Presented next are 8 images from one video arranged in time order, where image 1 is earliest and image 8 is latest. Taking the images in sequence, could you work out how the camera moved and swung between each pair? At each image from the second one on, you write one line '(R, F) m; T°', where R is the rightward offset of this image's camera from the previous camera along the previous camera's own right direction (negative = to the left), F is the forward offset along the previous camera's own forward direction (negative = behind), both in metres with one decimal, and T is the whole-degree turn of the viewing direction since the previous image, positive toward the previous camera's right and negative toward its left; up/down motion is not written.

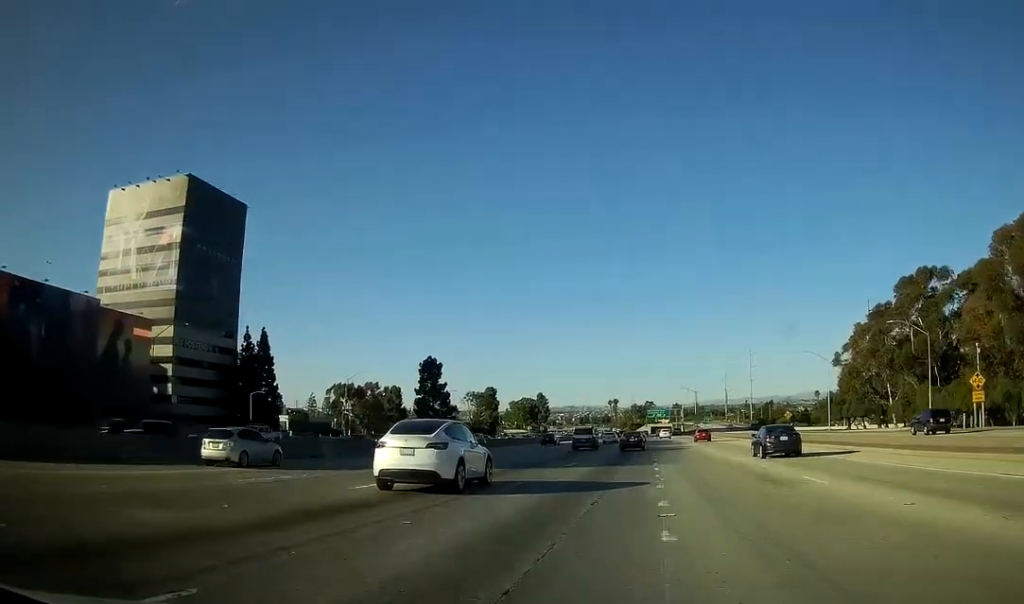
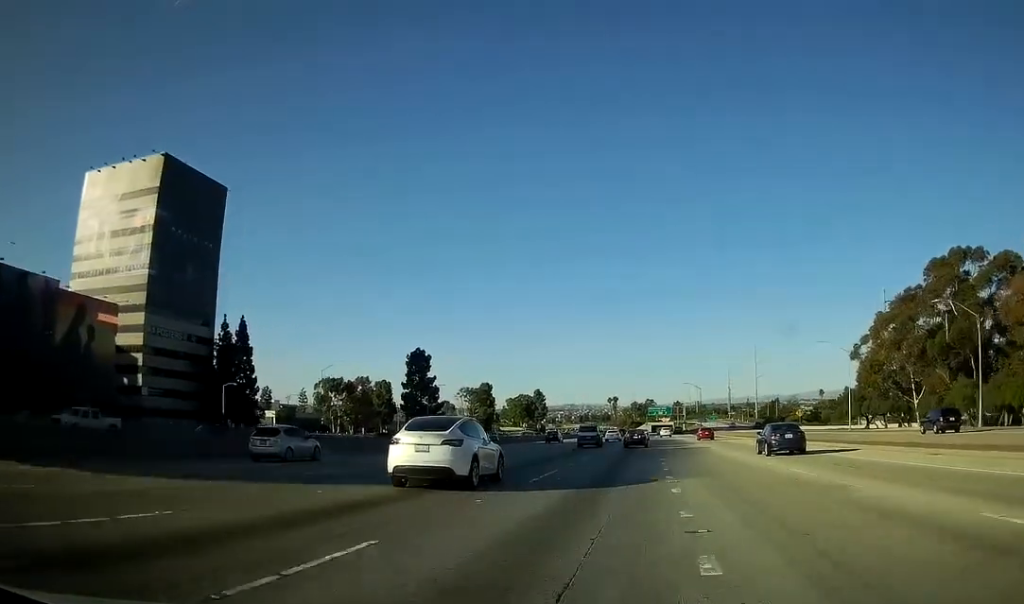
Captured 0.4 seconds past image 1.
(+0.2, +10.9) m; 0°
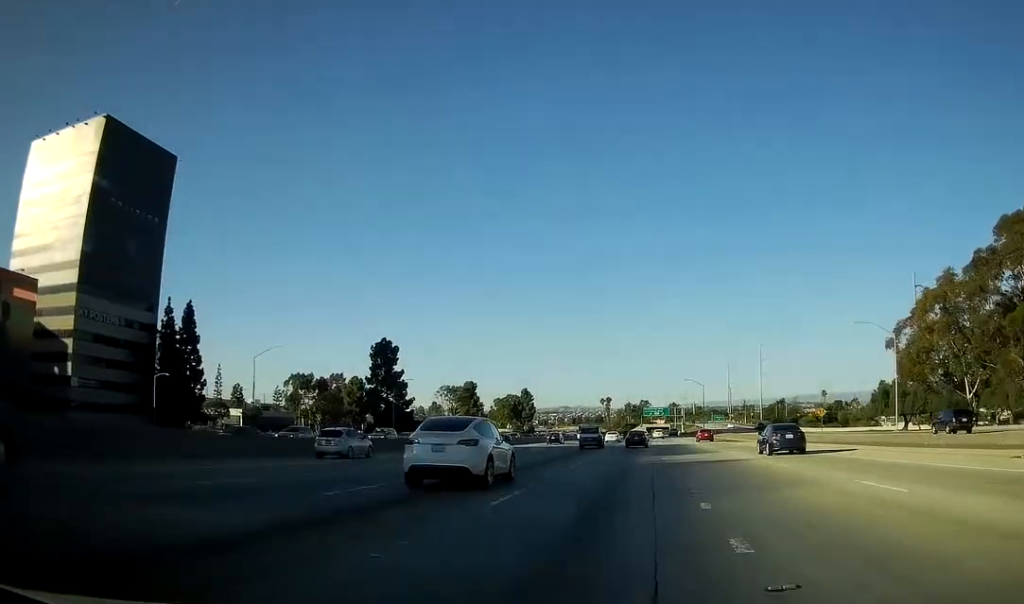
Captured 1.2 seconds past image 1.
(-0.5, +21.7) m; 0°
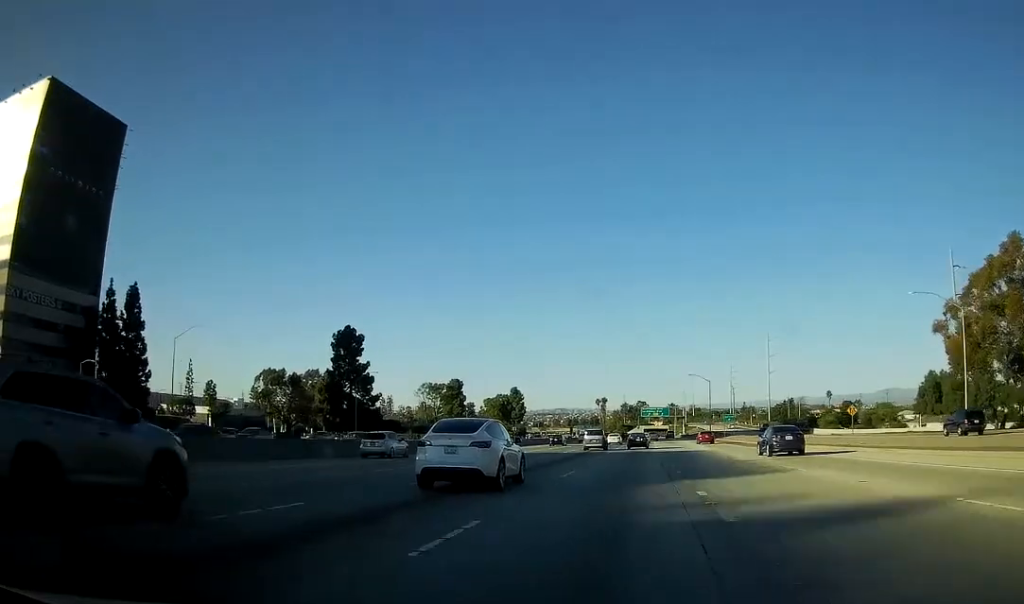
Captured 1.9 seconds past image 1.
(+0.4, +19.9) m; 0°
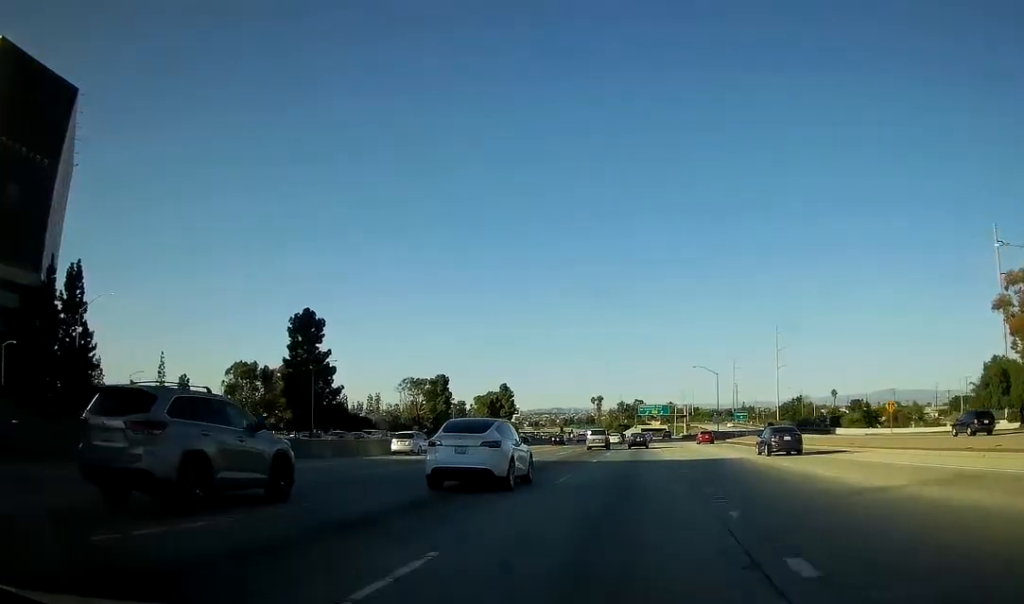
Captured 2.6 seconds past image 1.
(+0.1, +17.2) m; 0°
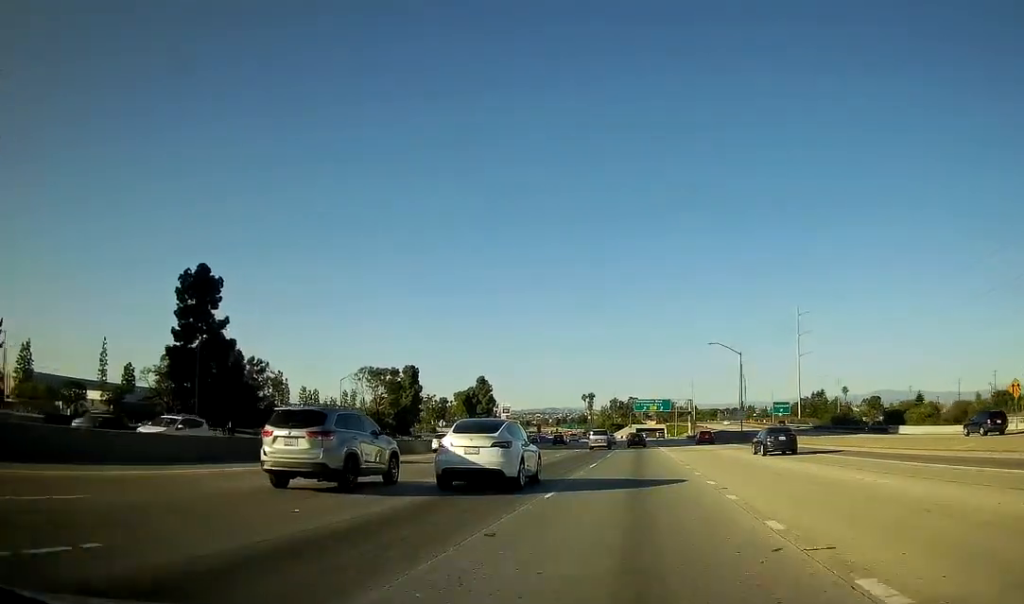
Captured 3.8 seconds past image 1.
(-0.2, +32.7) m; +1°
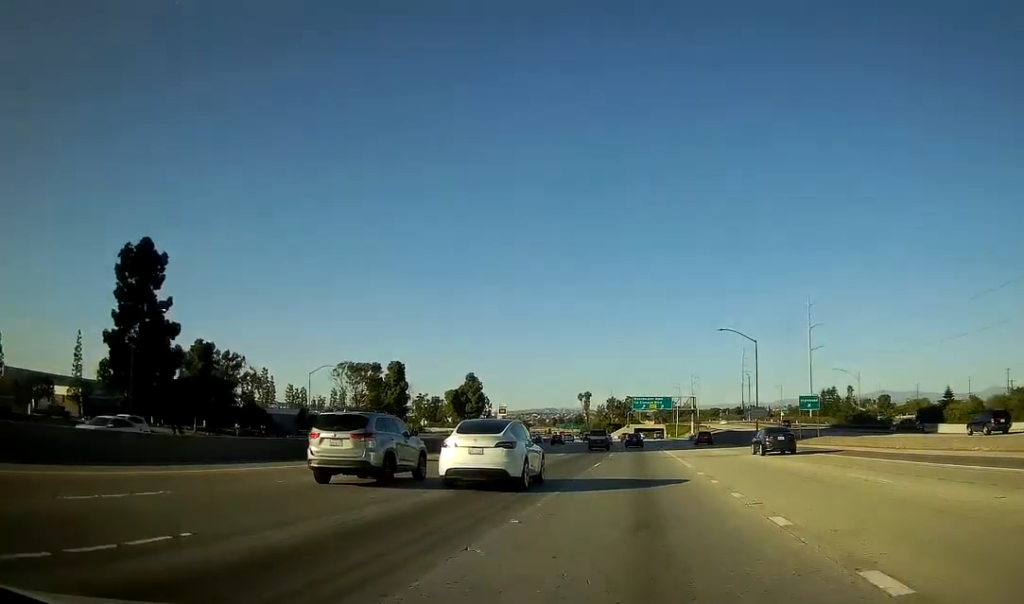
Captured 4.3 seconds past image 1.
(+0.2, +13.7) m; +1°
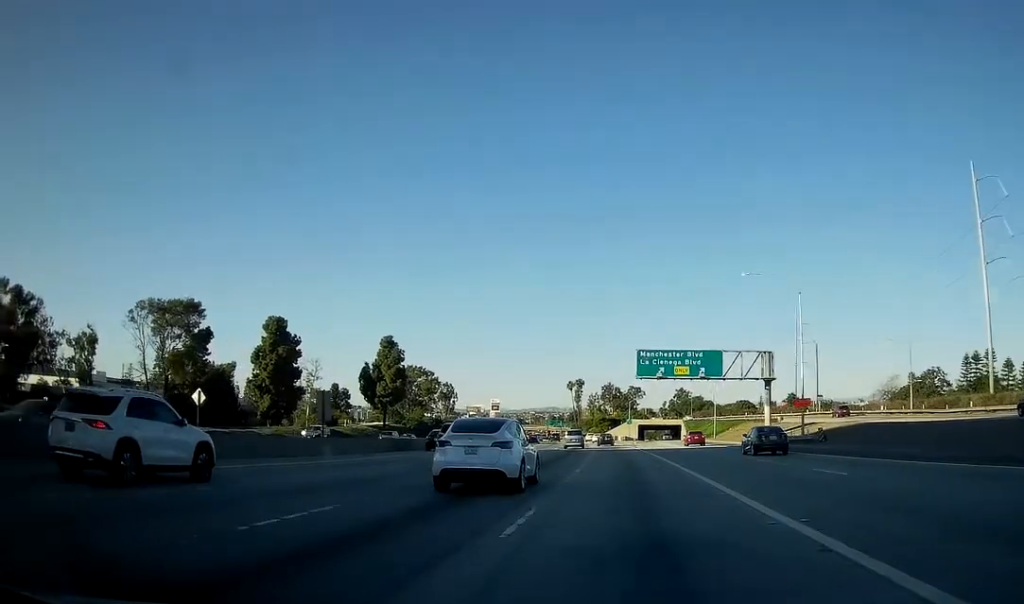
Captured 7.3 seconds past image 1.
(+0.1, +82.7) m; 0°
